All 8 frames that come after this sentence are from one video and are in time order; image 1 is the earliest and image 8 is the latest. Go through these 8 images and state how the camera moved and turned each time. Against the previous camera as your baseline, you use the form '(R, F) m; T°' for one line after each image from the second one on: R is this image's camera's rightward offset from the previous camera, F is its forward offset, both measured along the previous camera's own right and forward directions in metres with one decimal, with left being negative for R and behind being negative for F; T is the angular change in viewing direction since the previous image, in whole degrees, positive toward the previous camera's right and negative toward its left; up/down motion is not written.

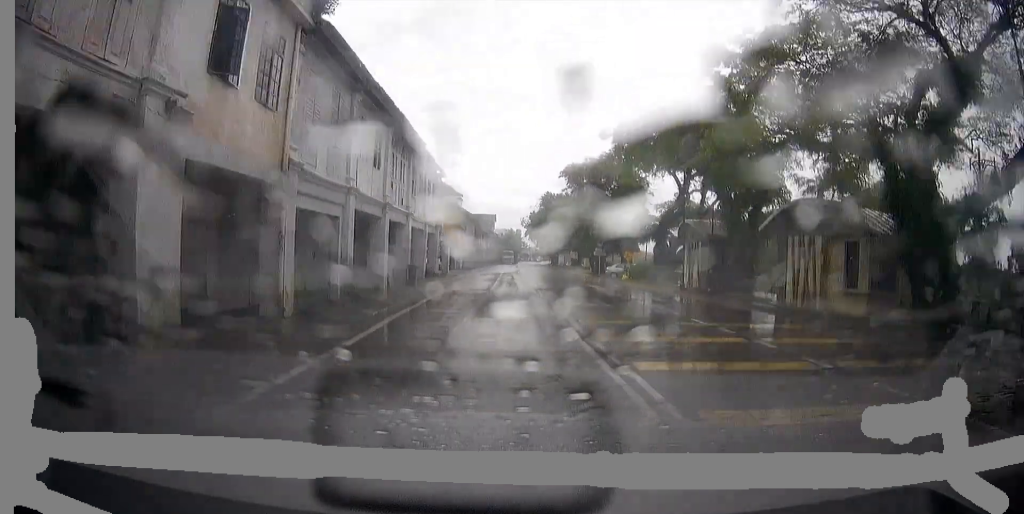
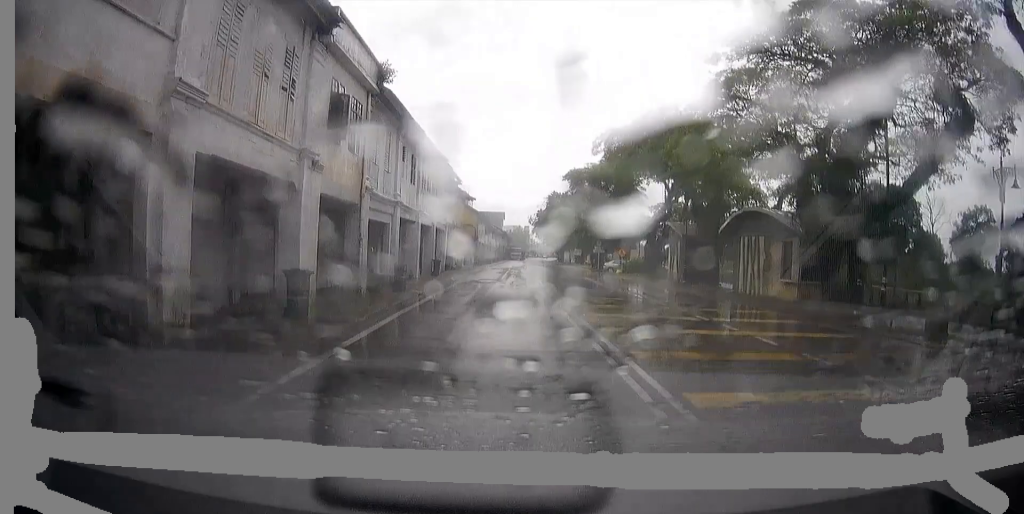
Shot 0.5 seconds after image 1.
(0.0, +5.7) m; +1°
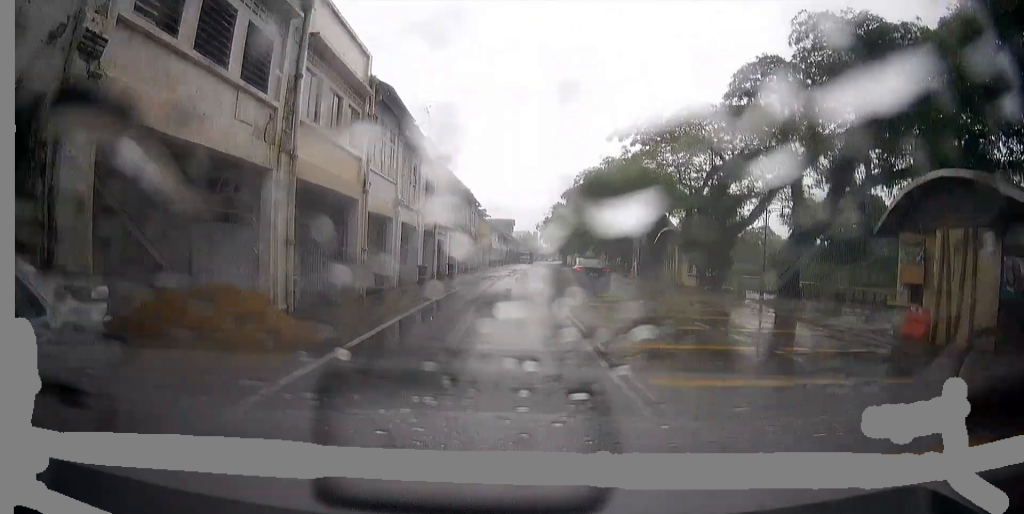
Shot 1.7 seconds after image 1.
(+0.2, +15.5) m; +1°
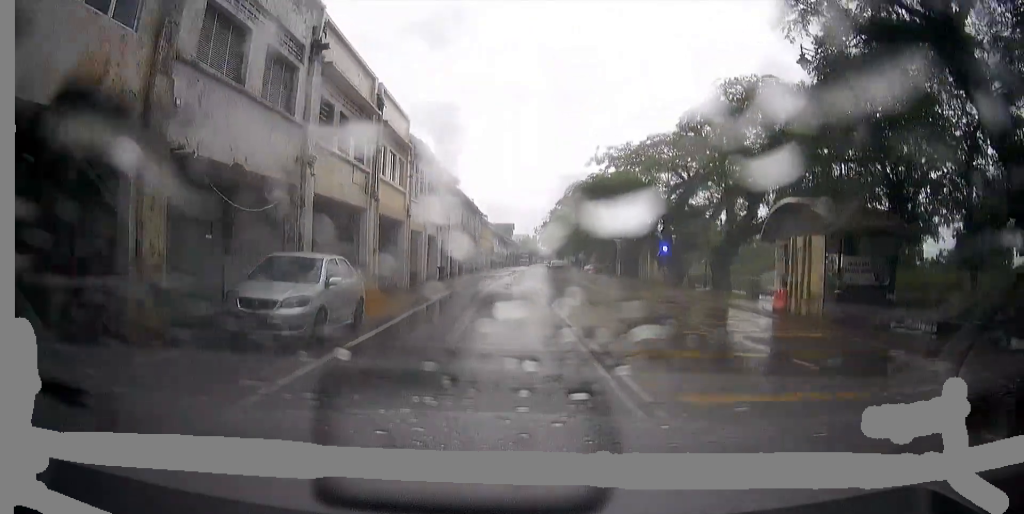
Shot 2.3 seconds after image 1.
(0.0, +8.1) m; -1°
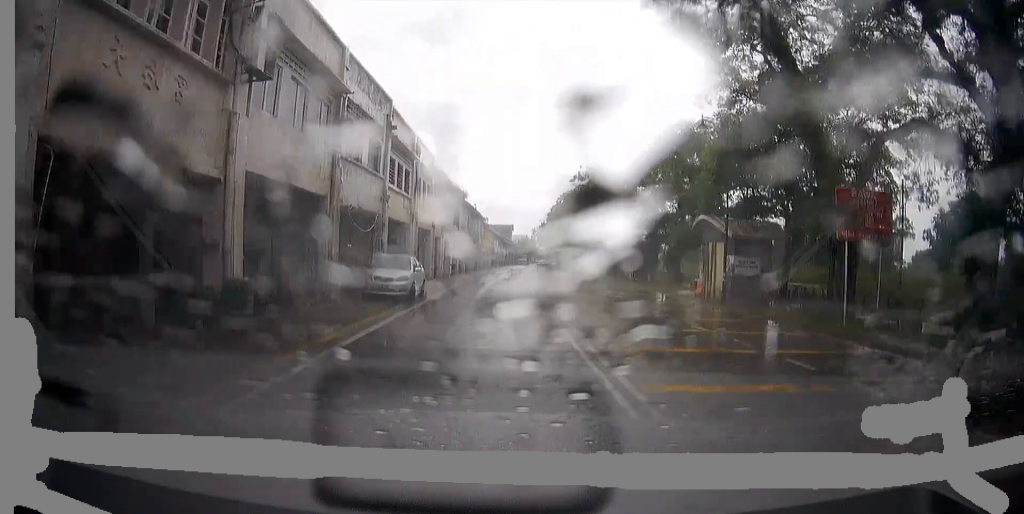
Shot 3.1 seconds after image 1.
(-0.1, +9.5) m; -1°
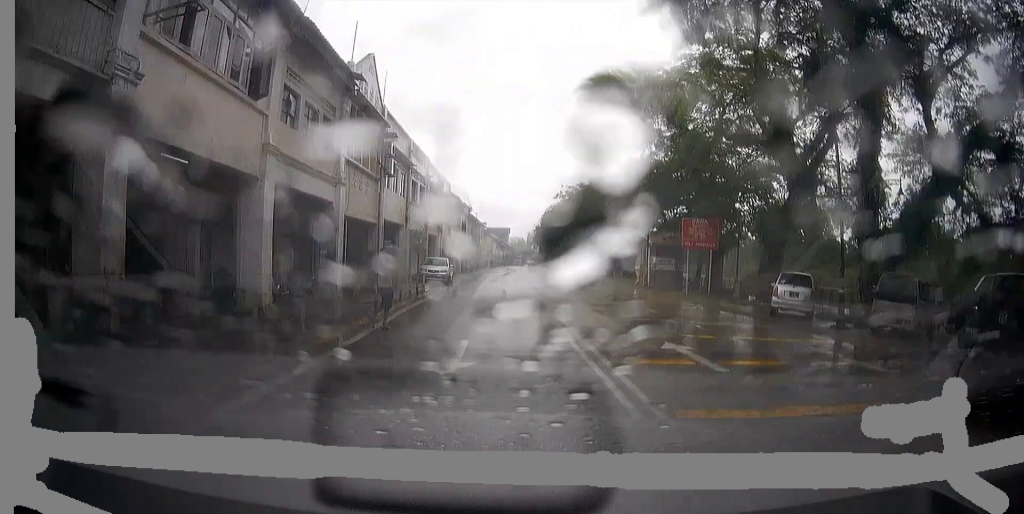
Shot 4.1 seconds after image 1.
(-0.1, +13.6) m; 0°
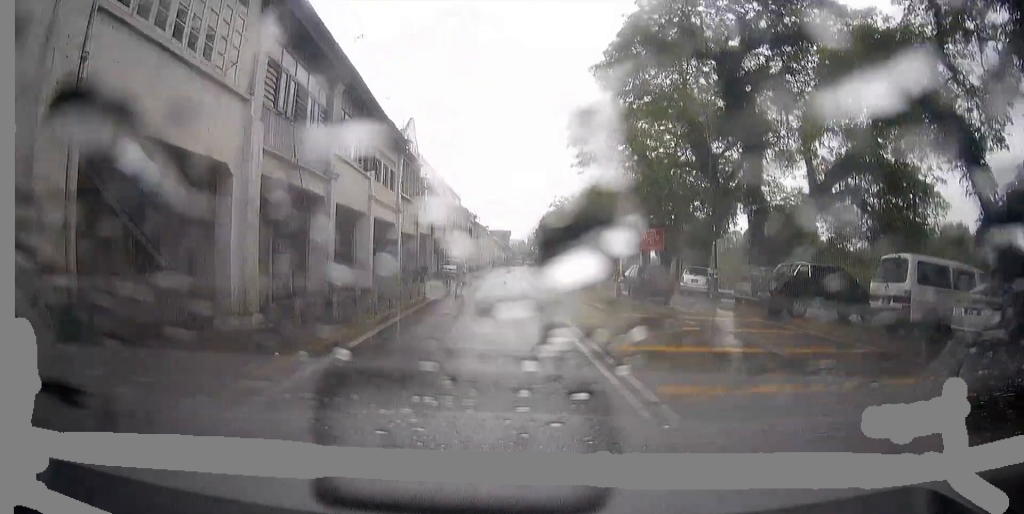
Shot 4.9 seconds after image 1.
(0.0, +10.7) m; +1°
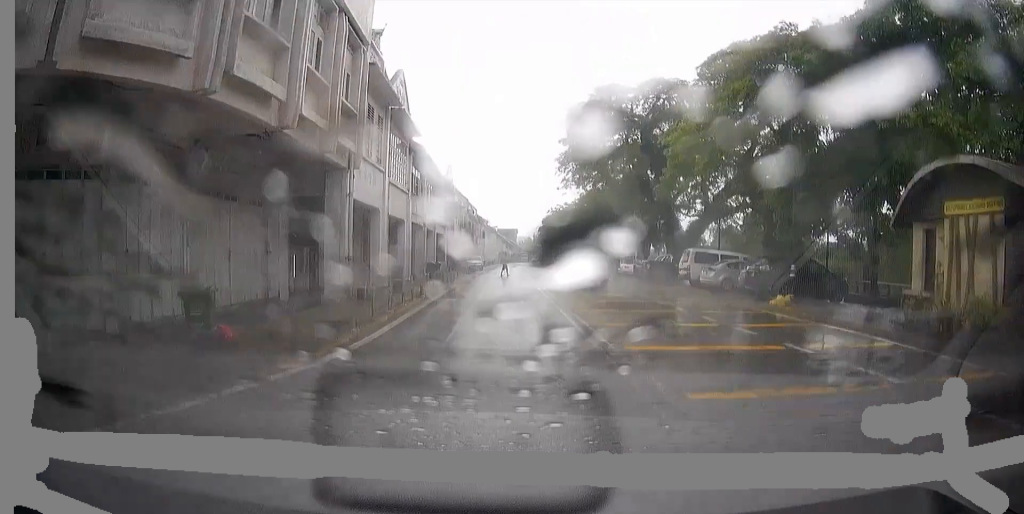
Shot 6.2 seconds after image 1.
(+0.3, +17.1) m; +1°
